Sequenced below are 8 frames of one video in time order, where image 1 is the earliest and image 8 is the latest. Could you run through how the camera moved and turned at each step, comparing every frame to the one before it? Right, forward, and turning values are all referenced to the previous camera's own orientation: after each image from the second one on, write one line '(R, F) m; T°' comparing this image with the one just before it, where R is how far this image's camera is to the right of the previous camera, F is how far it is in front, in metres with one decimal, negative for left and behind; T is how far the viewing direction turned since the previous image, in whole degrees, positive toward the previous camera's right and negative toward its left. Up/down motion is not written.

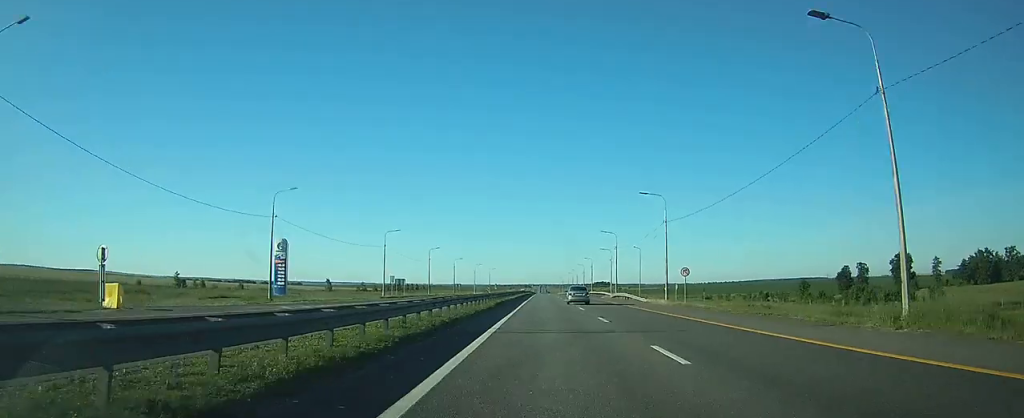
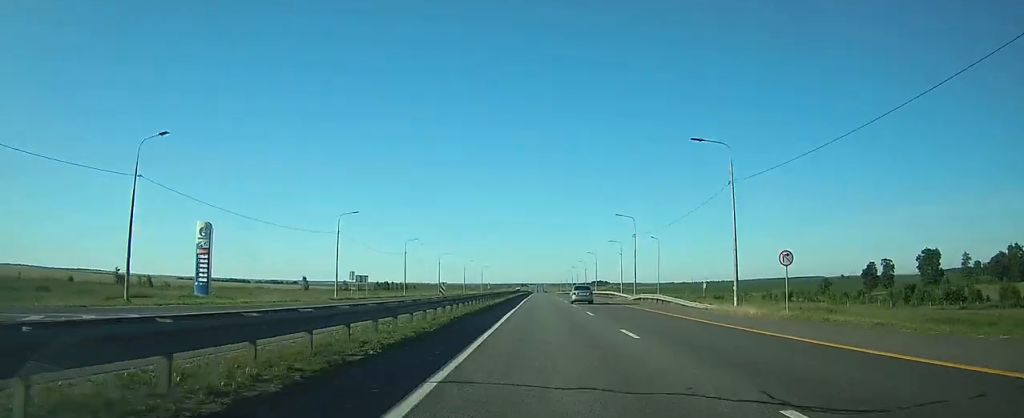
(0.0, +20.4) m; 0°
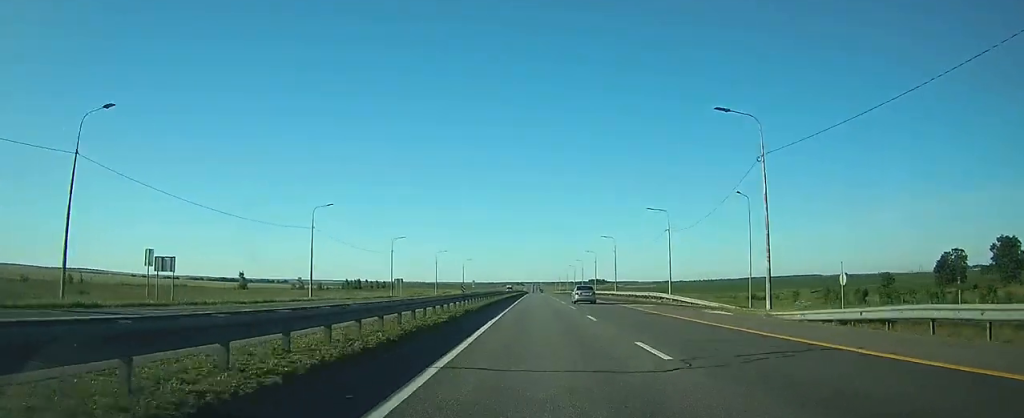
(+0.1, +41.6) m; 0°
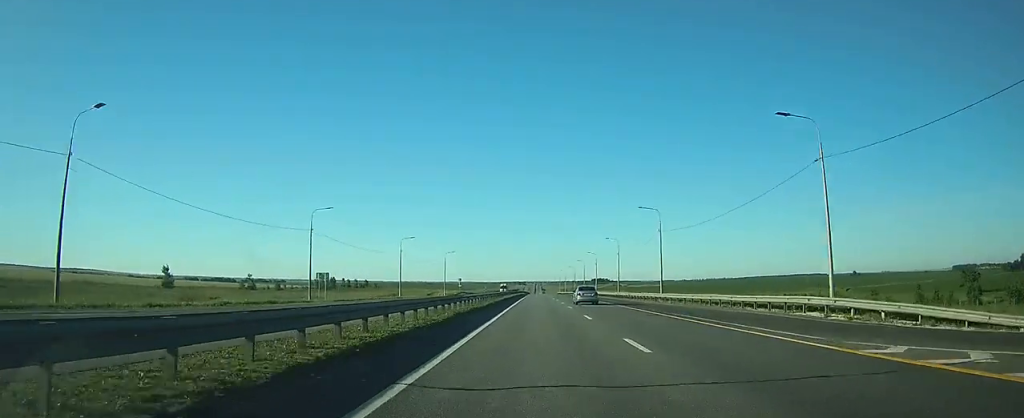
(+0.1, +35.1) m; 0°
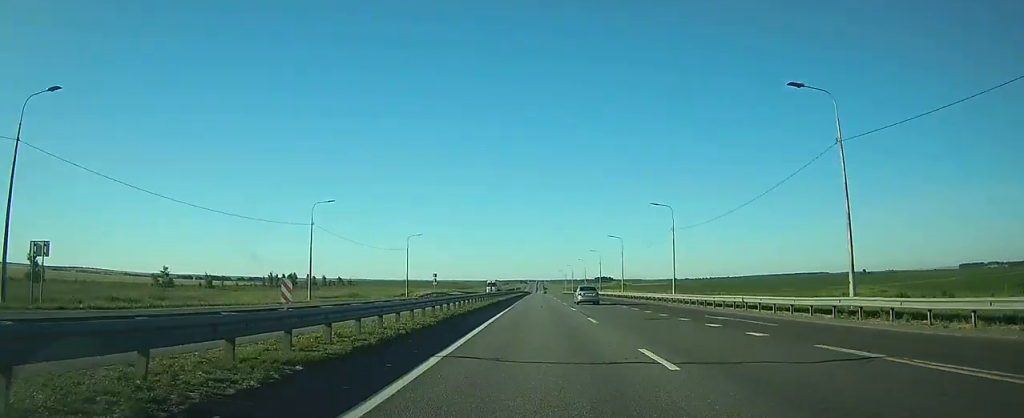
(0.0, +38.0) m; 0°
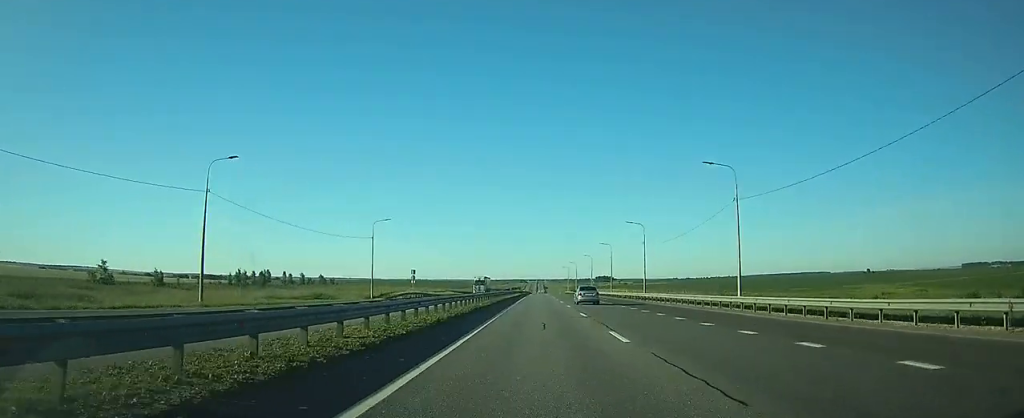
(0.0, +19.0) m; 0°
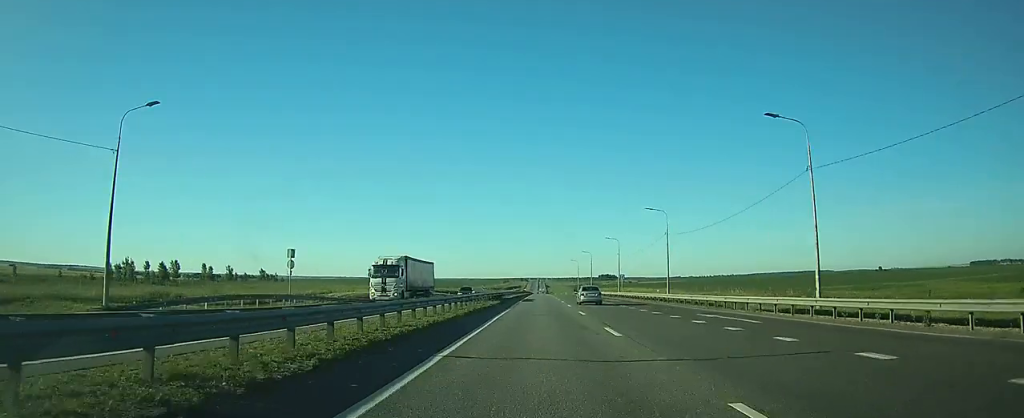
(-0.1, +45.9) m; 0°
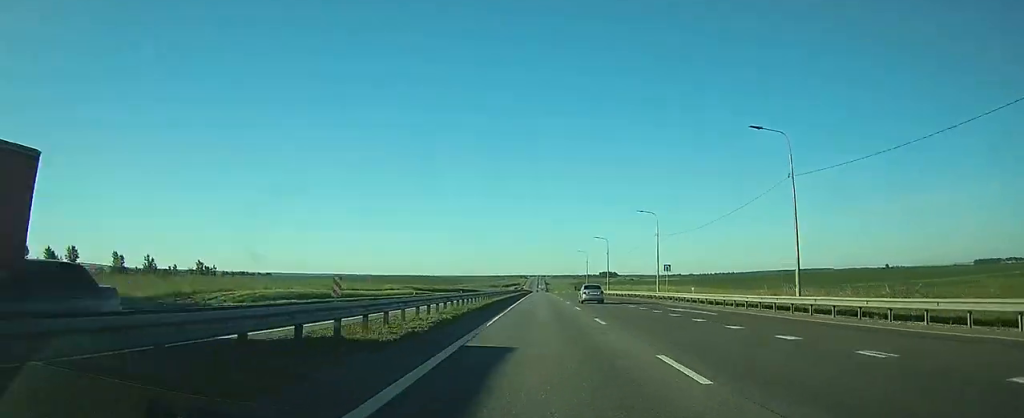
(0.0, +31.4) m; 0°
